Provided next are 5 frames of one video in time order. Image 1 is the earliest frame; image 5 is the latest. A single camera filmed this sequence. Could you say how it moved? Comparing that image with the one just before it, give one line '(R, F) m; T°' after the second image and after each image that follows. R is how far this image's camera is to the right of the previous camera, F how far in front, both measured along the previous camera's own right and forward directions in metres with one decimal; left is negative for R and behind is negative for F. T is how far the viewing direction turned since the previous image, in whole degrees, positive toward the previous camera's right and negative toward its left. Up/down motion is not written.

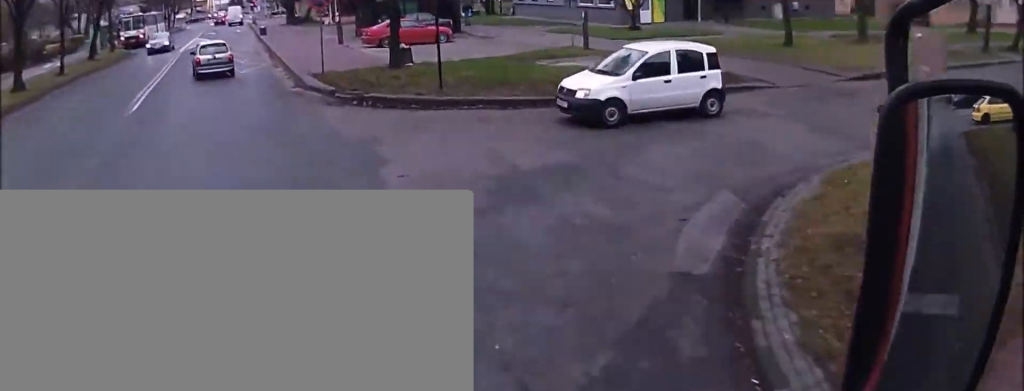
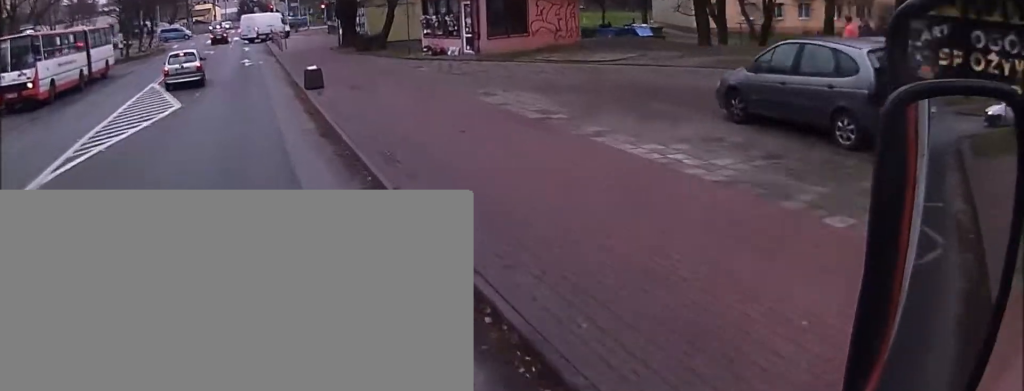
(-1.5, +36.6) m; -4°
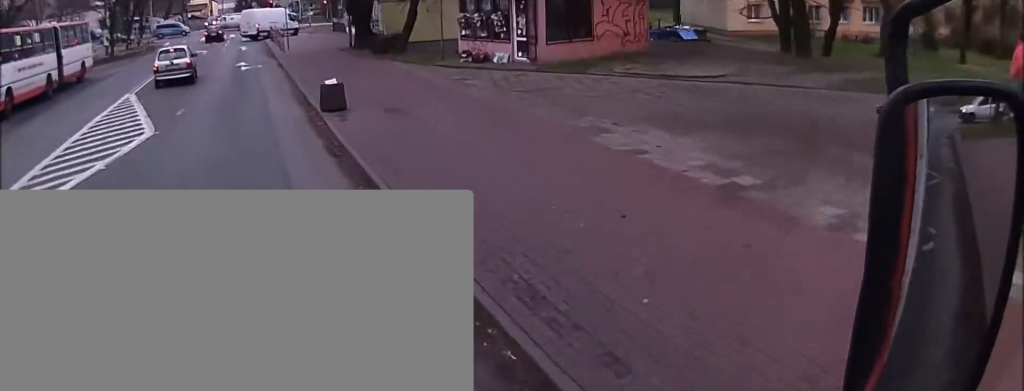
(-0.4, +5.7) m; -2°
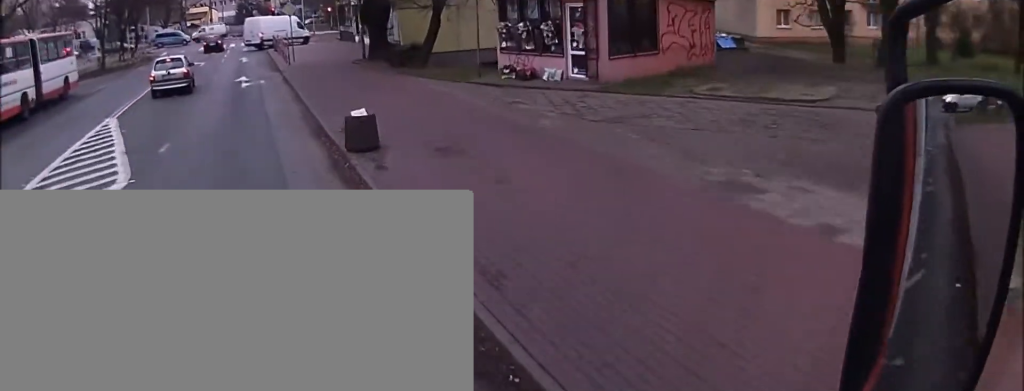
(0.0, +4.0) m; 0°
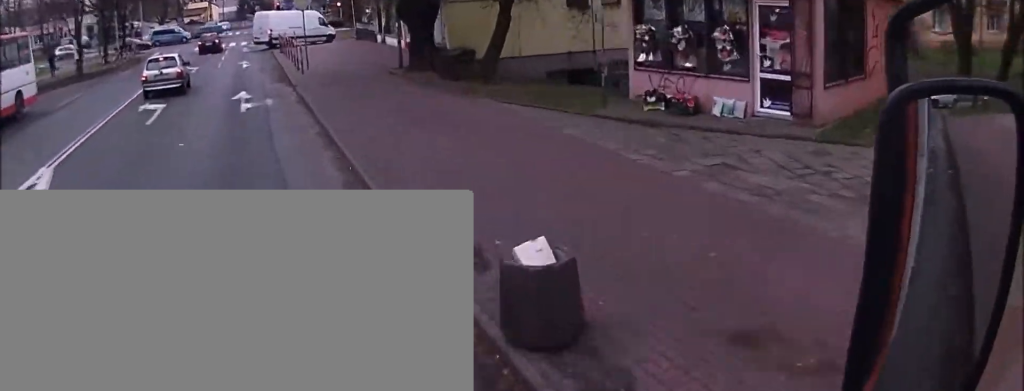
(+0.2, +8.0) m; +1°
